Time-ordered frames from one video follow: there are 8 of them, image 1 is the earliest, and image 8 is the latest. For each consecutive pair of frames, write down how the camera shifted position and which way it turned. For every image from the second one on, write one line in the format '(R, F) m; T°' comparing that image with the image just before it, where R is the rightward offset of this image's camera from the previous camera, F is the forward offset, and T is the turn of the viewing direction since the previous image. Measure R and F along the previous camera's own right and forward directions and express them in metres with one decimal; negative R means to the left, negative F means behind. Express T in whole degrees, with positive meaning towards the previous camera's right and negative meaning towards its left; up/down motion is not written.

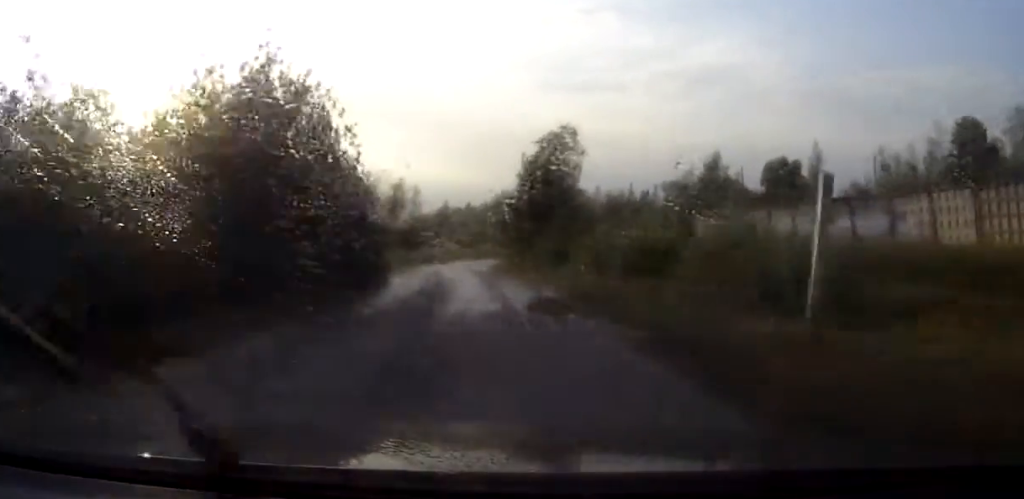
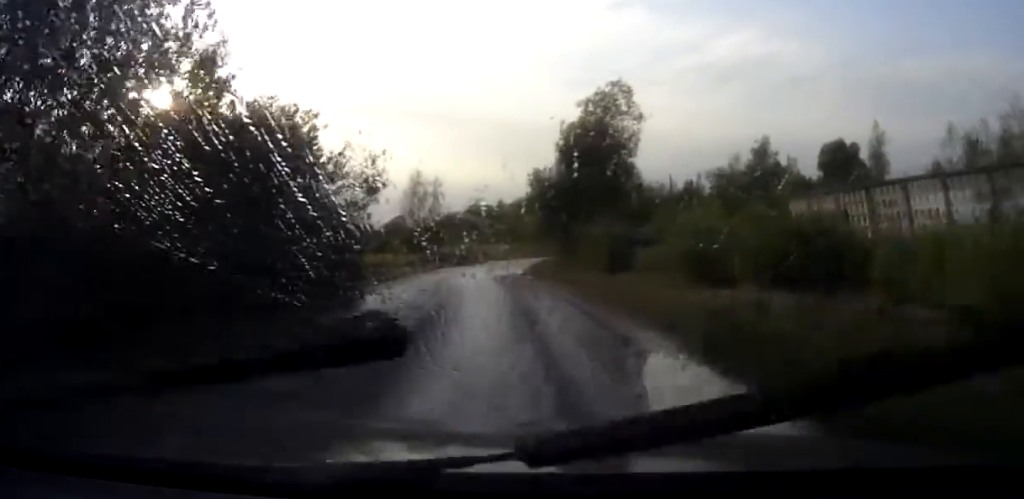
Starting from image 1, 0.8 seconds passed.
(-0.2, +11.1) m; -2°
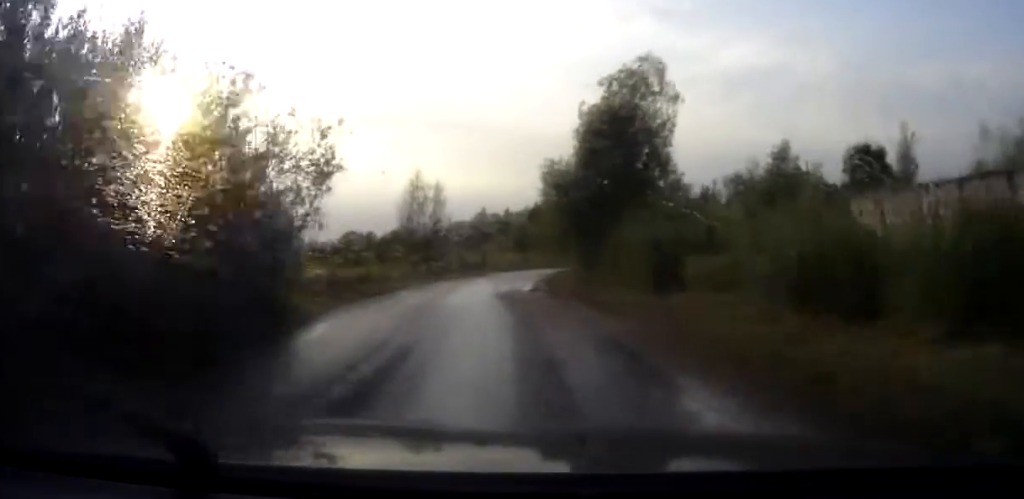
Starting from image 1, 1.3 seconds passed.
(-0.1, +6.9) m; -1°
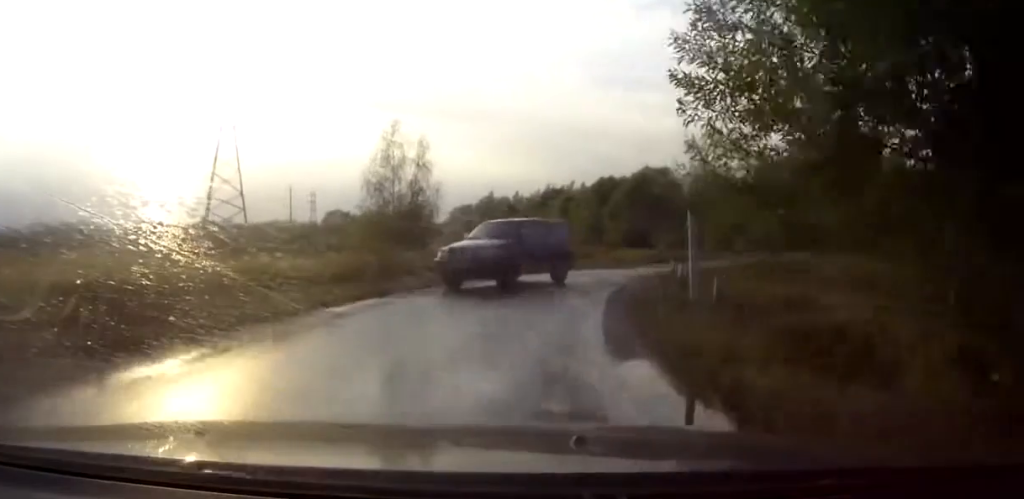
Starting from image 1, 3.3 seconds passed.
(-0.7, +21.5) m; -2°
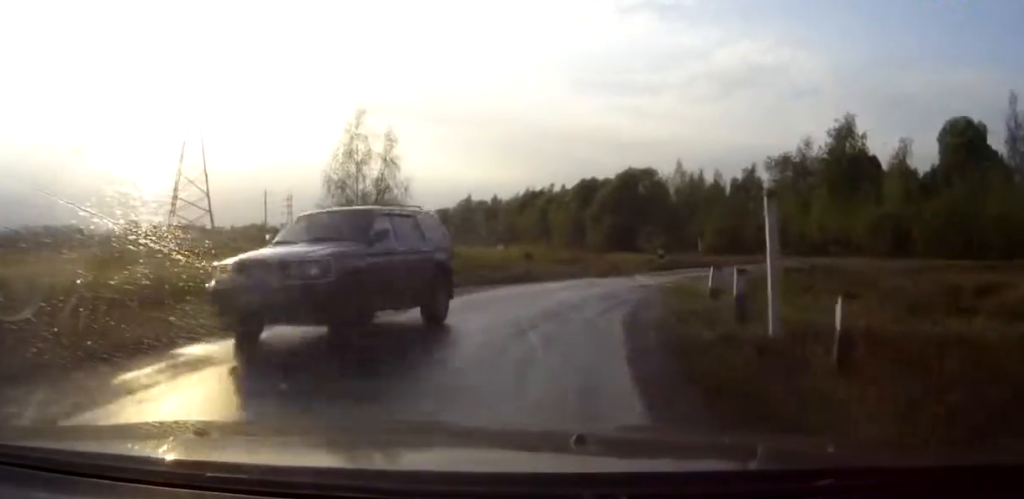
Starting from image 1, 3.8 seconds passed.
(0.0, +5.0) m; +2°
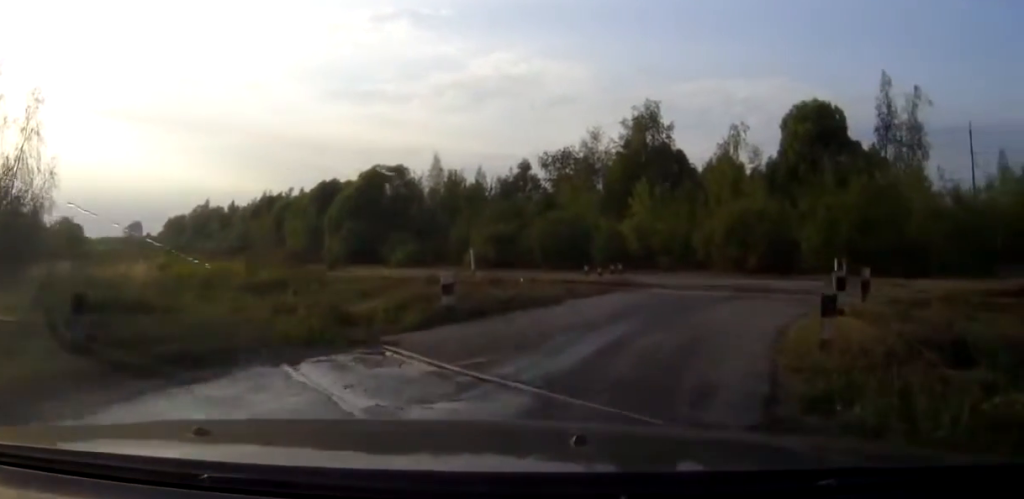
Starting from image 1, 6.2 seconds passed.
(+2.0, +16.8) m; +19°
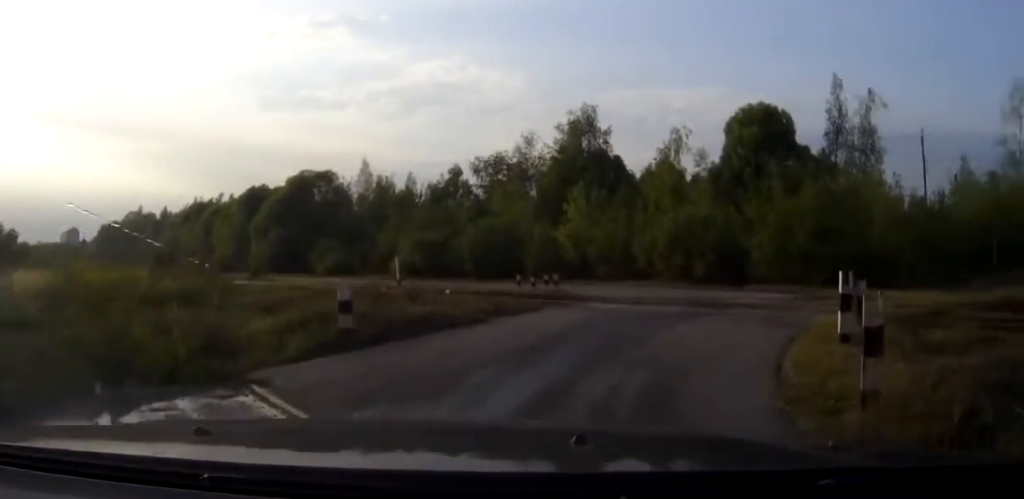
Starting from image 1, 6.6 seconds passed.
(+0.2, +2.6) m; +6°
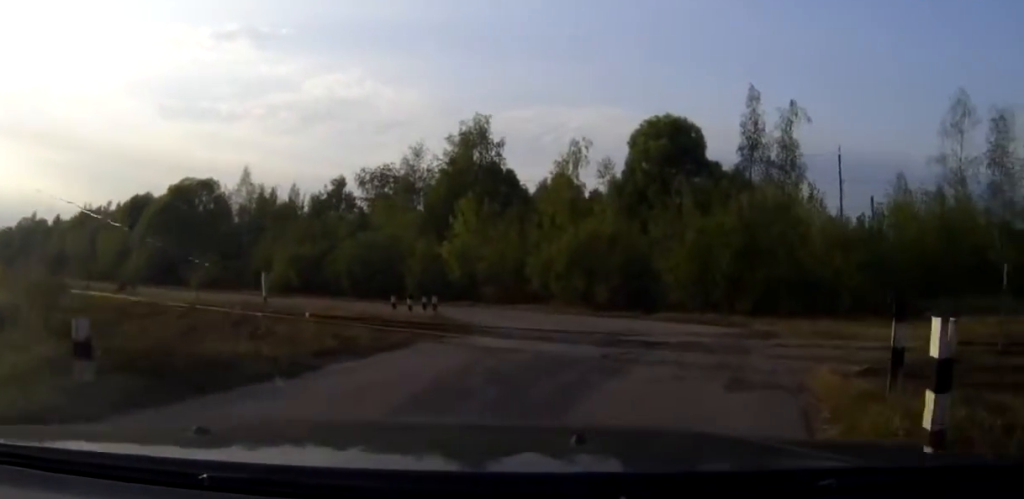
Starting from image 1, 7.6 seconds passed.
(+0.4, +4.5) m; +10°
